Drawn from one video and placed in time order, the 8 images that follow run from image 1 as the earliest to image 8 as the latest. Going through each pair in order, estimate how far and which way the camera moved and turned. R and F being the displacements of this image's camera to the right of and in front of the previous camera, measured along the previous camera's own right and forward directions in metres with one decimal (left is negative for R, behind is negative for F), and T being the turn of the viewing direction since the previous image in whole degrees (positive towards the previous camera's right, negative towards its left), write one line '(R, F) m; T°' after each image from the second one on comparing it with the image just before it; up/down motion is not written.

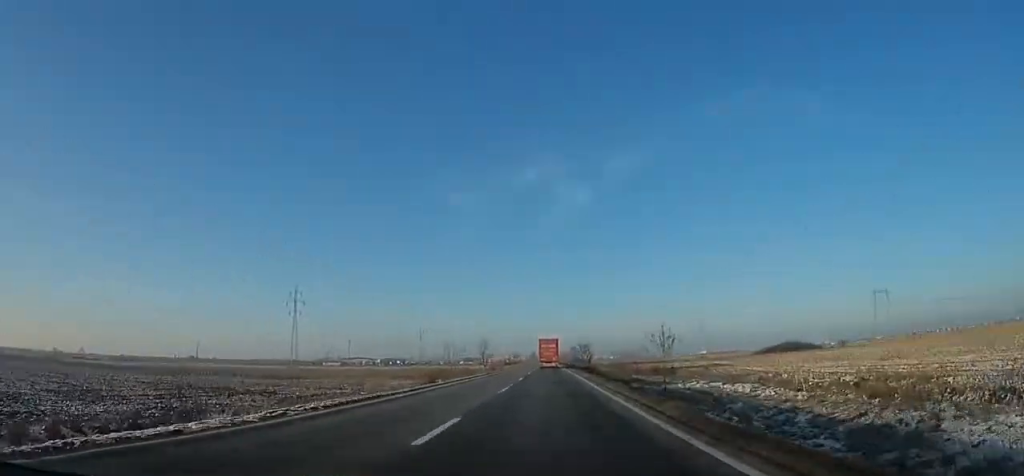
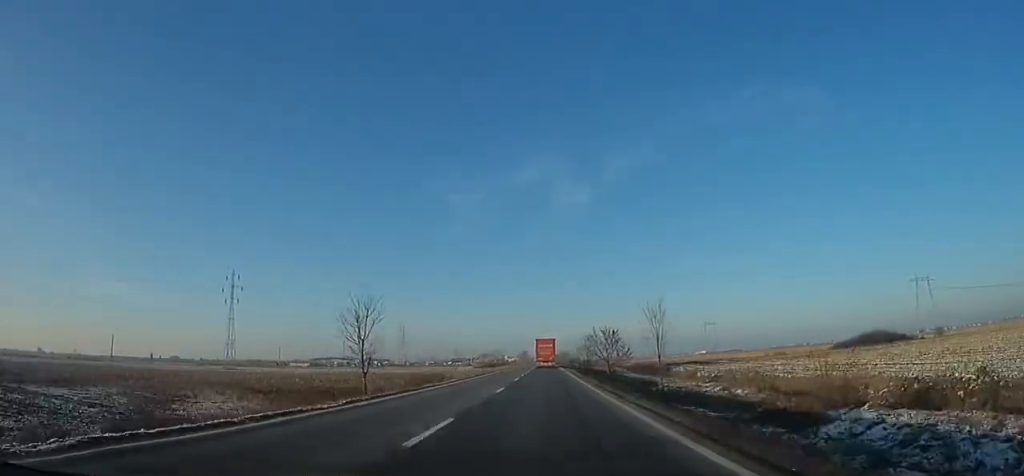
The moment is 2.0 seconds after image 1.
(-0.4, +47.2) m; -1°
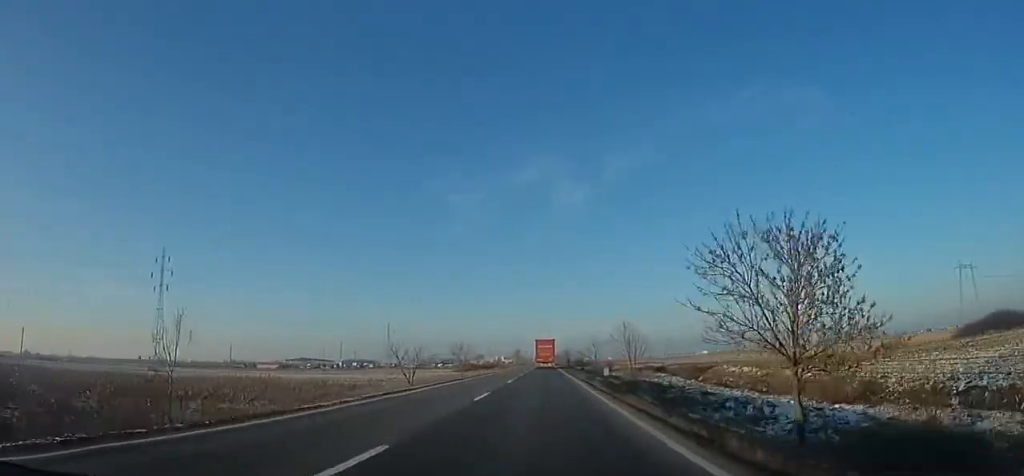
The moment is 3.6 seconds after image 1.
(-0.1, +38.9) m; 0°
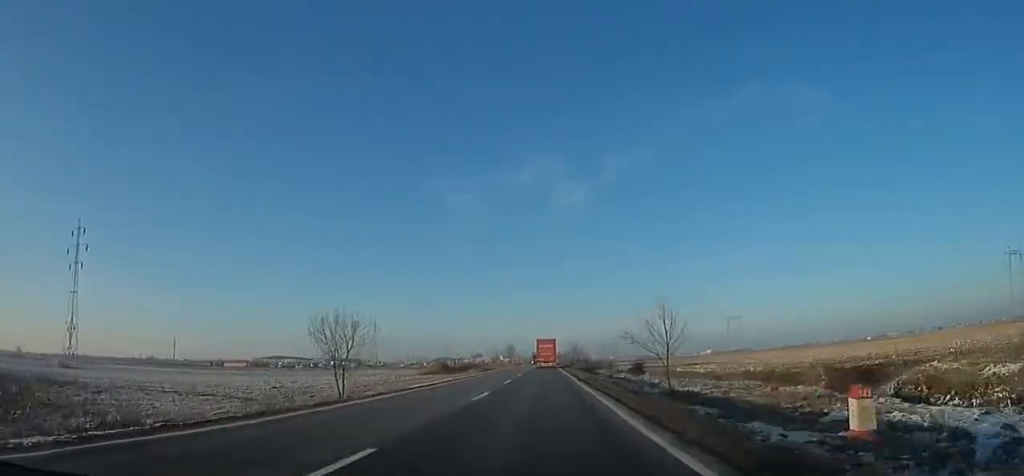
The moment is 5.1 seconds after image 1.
(+0.1, +35.6) m; 0°
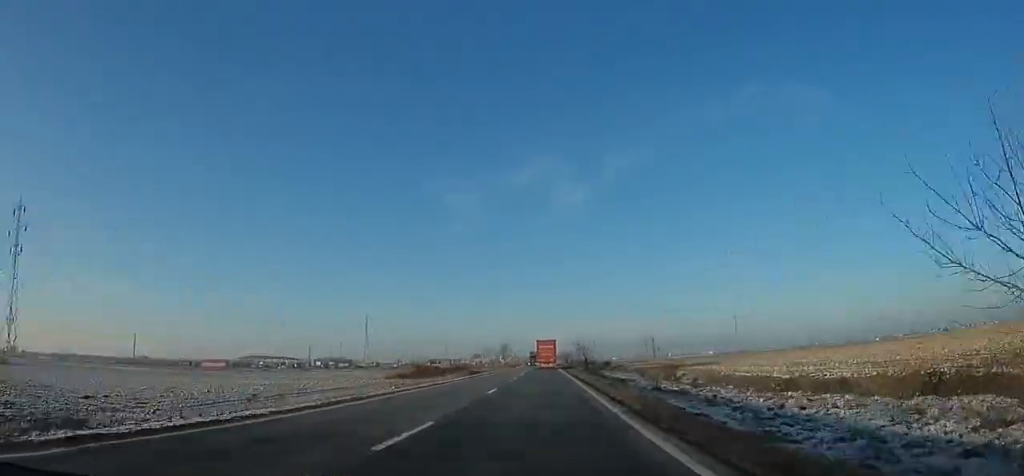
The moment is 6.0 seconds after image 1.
(+0.2, +20.5) m; 0°
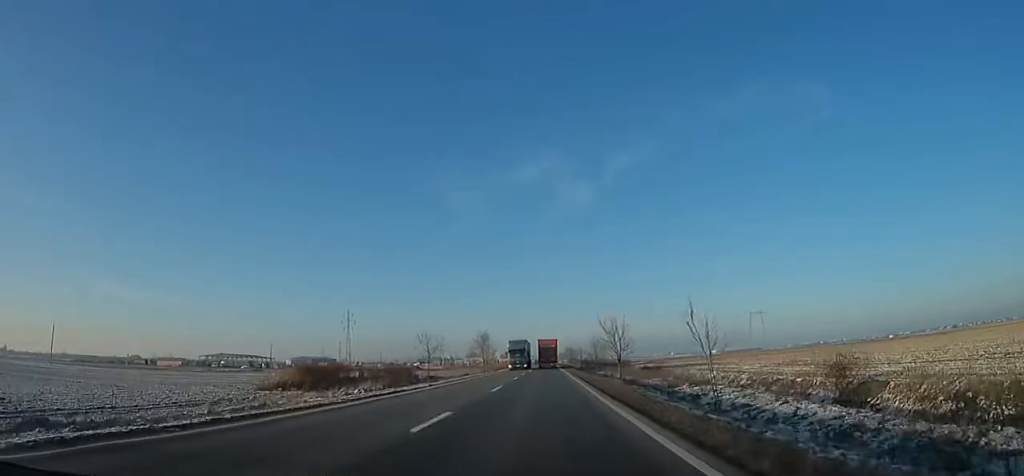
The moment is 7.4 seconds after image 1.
(-0.1, +33.7) m; 0°
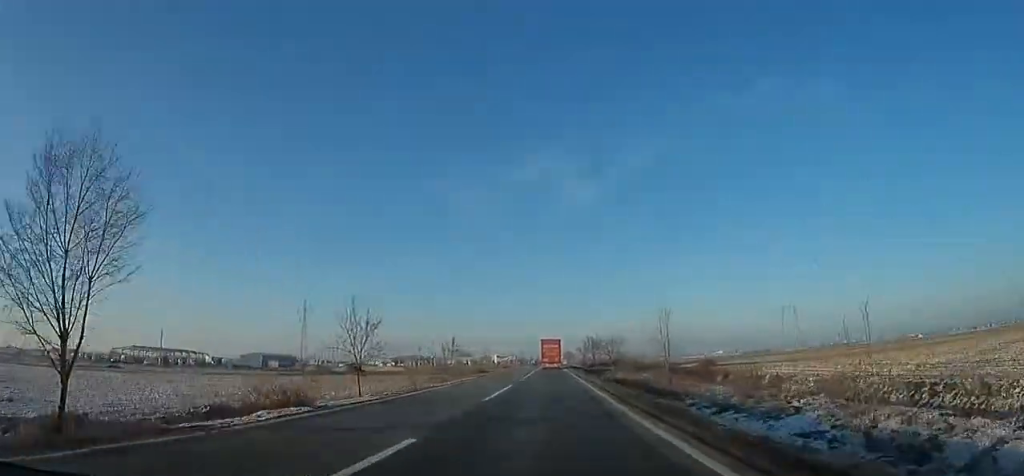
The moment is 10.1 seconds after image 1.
(+0.6, +62.4) m; 0°
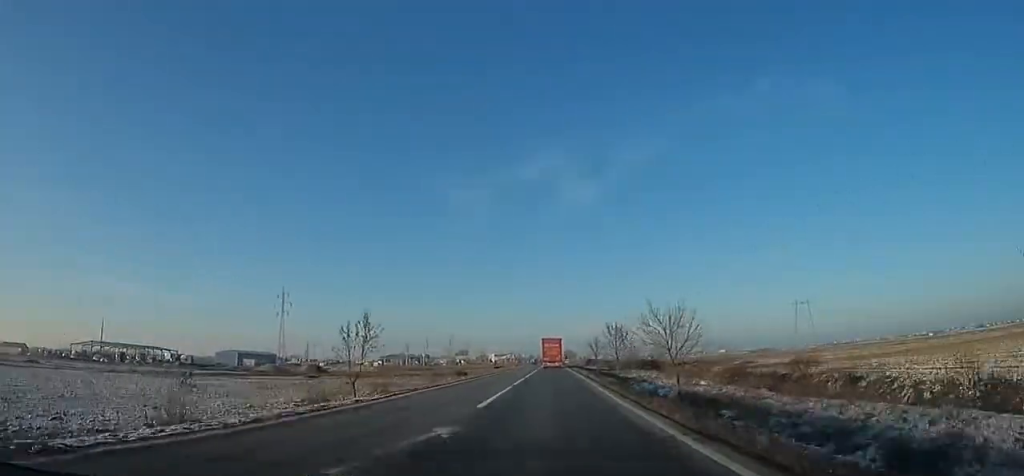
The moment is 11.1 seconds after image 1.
(-0.2, +22.8) m; 0°
